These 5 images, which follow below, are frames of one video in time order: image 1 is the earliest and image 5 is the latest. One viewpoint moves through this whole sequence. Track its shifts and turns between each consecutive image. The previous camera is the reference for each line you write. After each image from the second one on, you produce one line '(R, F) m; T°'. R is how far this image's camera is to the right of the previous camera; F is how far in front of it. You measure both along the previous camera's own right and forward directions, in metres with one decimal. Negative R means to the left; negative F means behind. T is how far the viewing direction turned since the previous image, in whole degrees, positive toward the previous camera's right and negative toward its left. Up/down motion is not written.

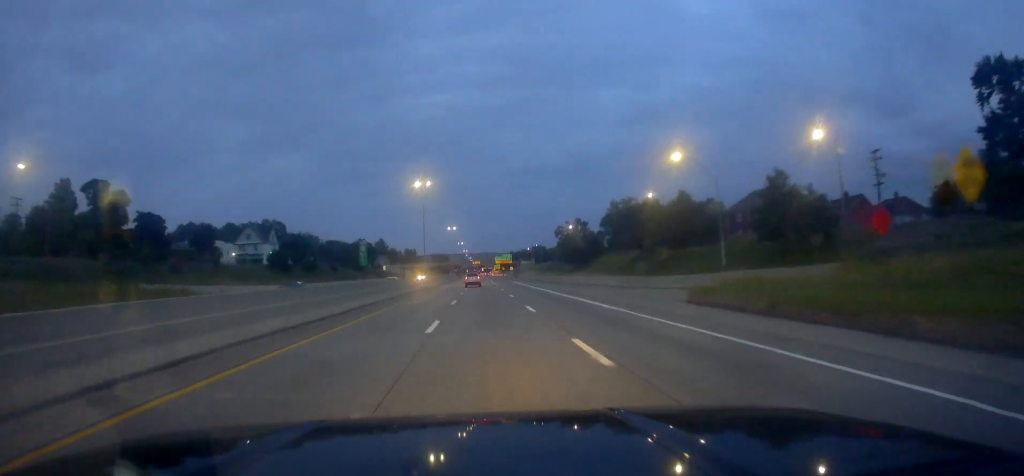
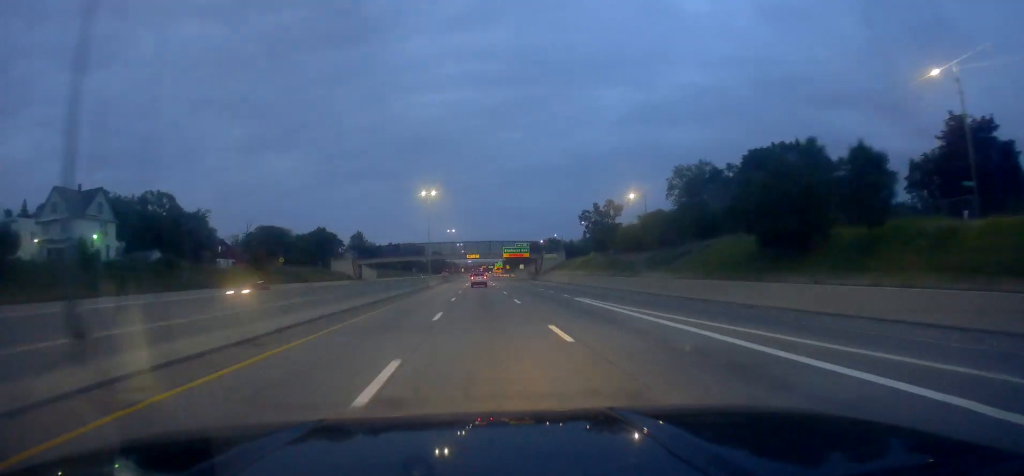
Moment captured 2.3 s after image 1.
(-0.1, +70.1) m; -1°
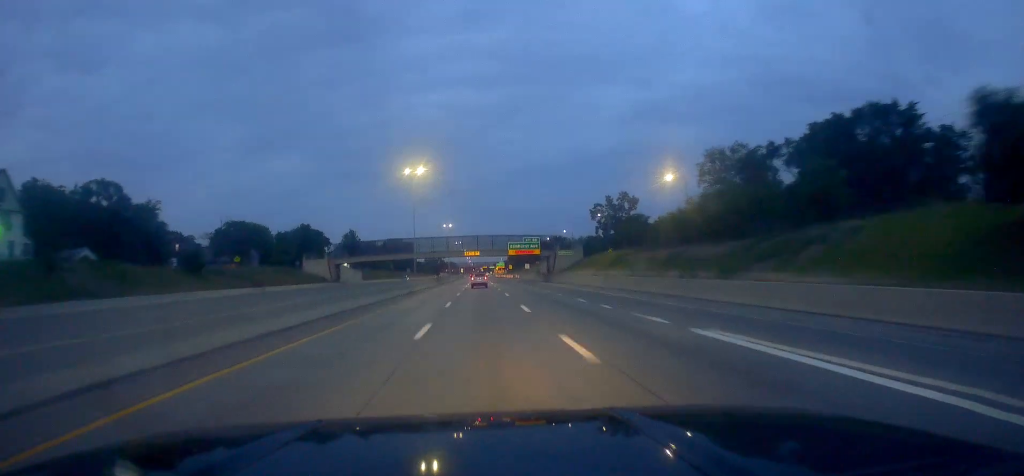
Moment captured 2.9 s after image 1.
(-0.1, +20.5) m; 0°
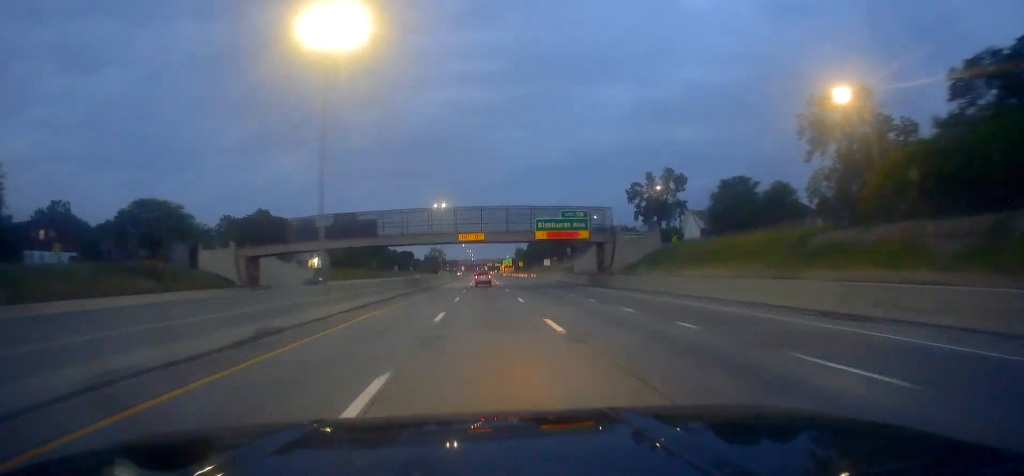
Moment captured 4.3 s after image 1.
(0.0, +41.9) m; +1°
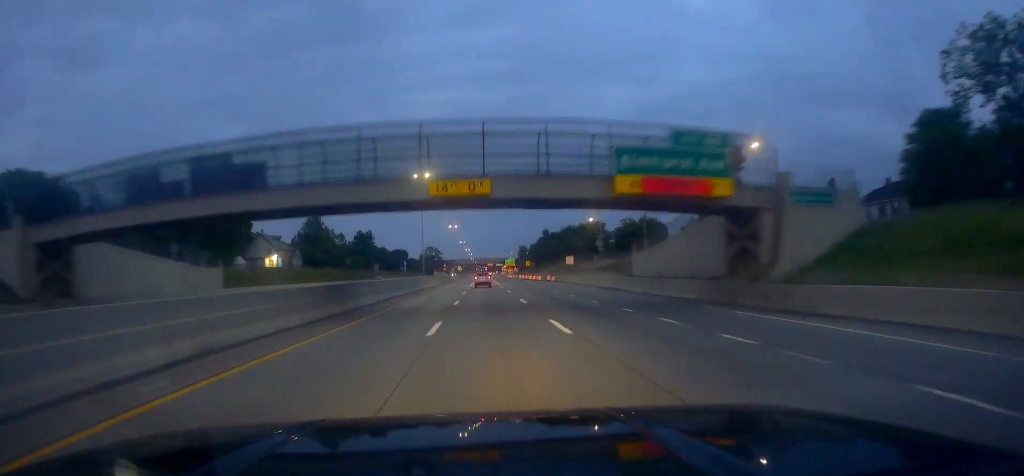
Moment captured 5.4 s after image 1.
(+0.9, +33.3) m; 0°
